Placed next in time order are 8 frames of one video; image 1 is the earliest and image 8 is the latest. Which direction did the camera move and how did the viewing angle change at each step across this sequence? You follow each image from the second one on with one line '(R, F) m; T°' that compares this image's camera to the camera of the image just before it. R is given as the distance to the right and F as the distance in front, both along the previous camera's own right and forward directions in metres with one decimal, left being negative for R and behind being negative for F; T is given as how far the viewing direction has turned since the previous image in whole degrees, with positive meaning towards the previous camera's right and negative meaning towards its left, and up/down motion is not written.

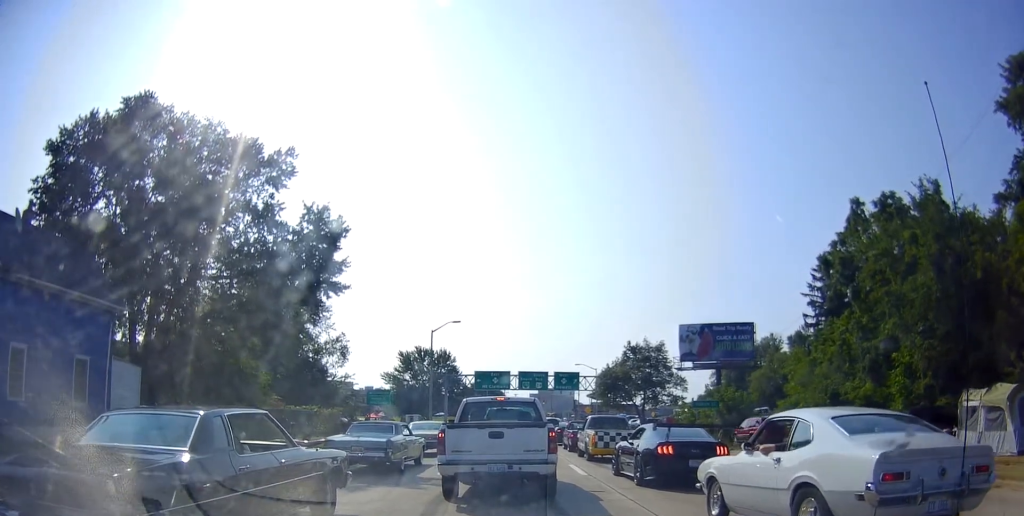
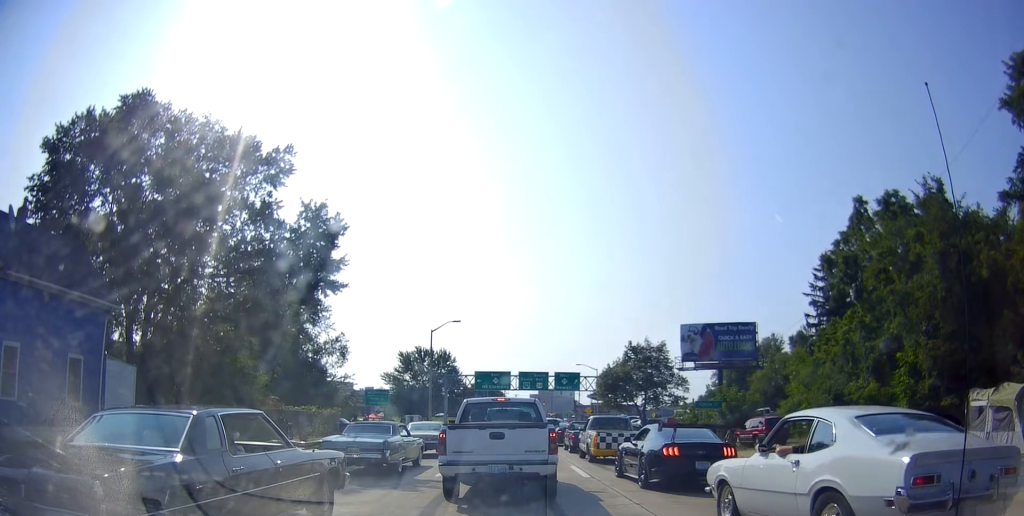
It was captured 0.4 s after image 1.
(-0.2, +0.4) m; 0°
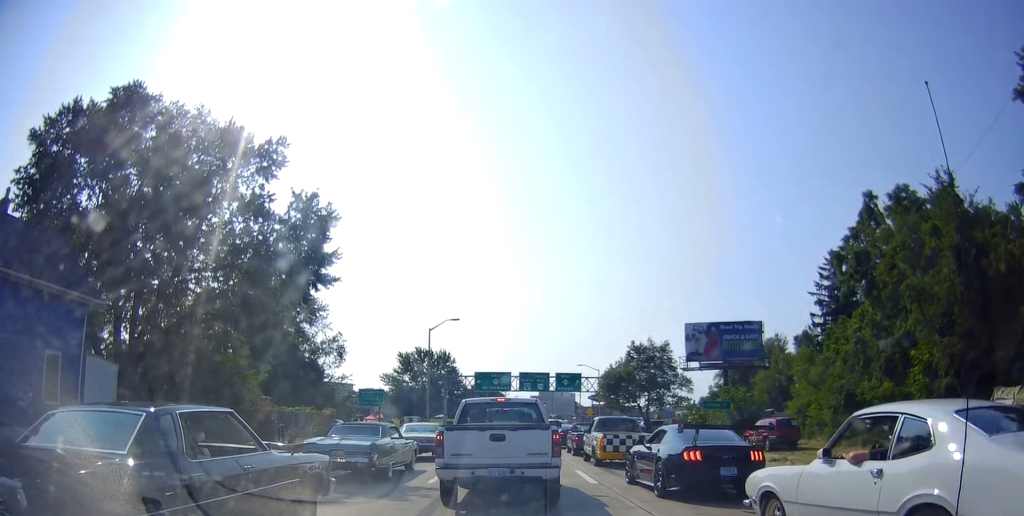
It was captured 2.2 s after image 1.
(-0.7, +1.4) m; 0°
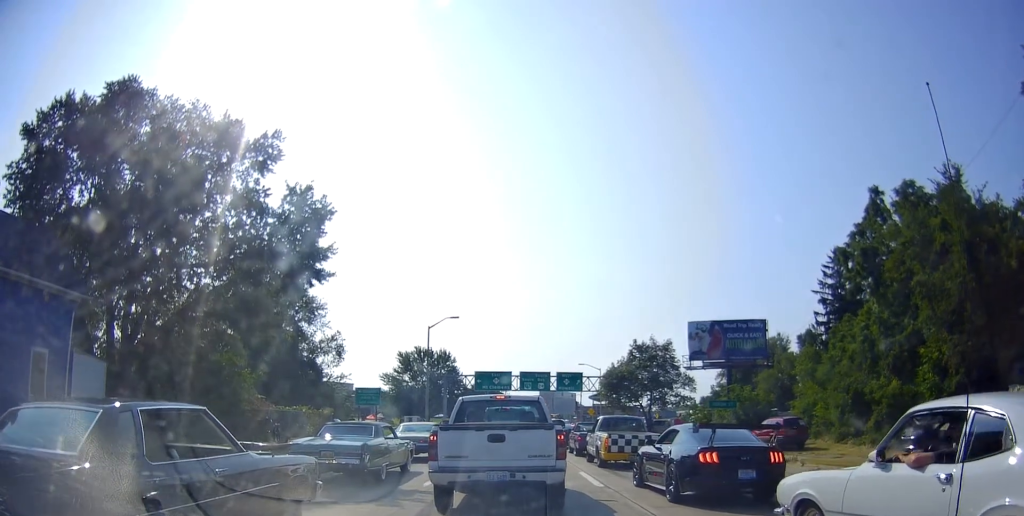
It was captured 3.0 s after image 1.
(+0.4, +0.8) m; 0°
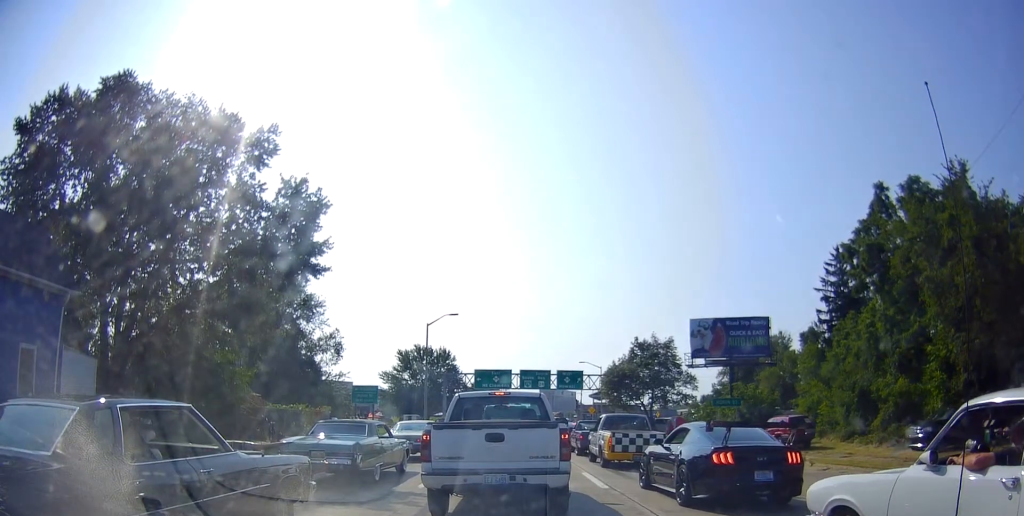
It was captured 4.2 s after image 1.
(-0.4, +1.2) m; 0°
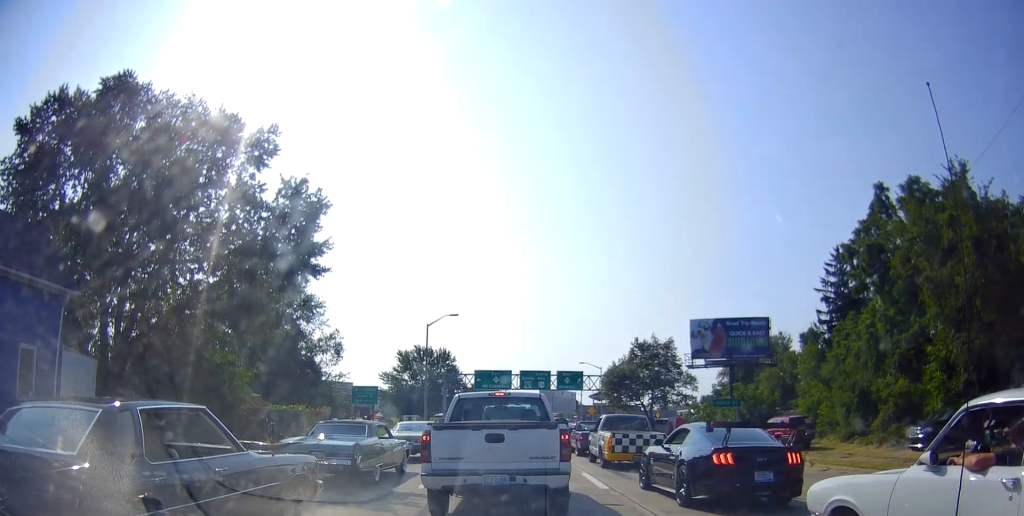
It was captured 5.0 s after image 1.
(0.0, +0.5) m; 0°
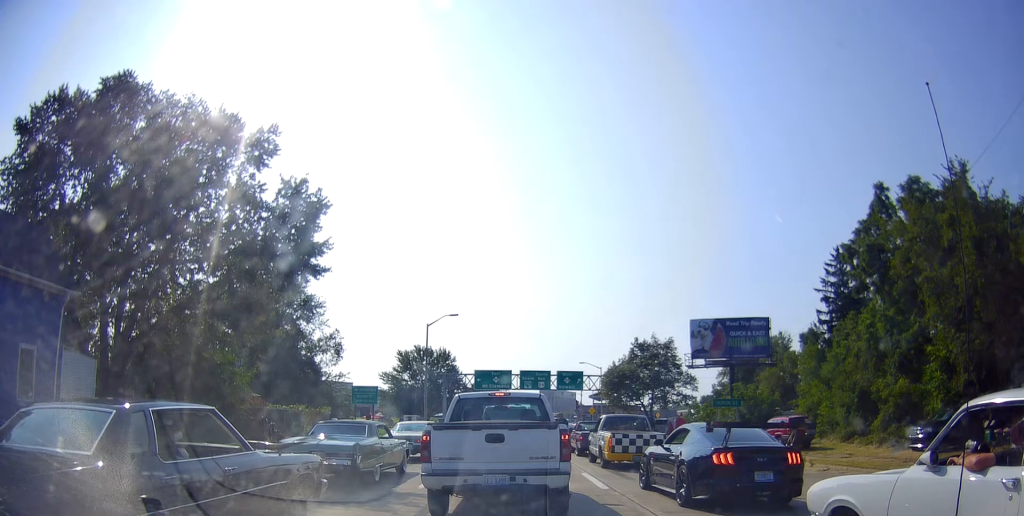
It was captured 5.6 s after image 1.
(0.0, 0.0) m; 0°
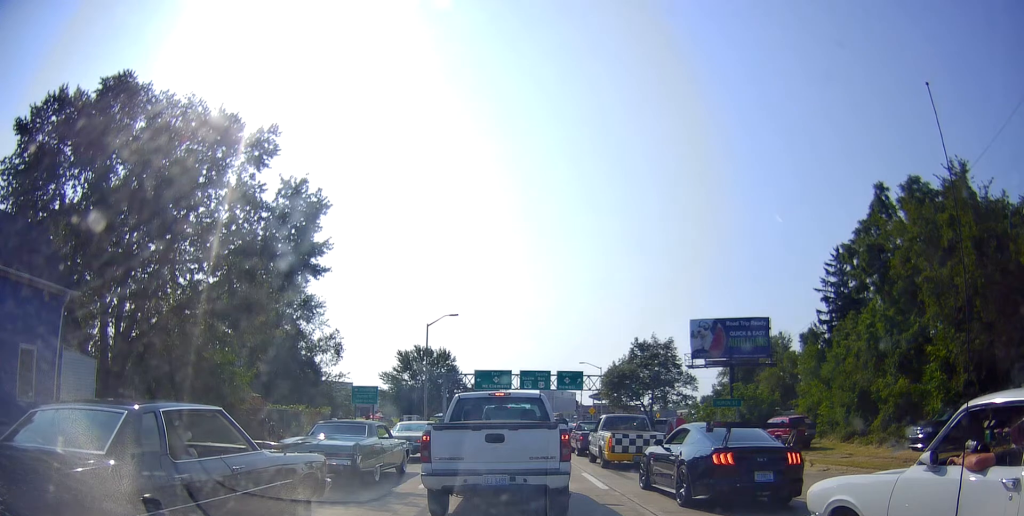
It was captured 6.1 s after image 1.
(0.0, 0.0) m; 0°
